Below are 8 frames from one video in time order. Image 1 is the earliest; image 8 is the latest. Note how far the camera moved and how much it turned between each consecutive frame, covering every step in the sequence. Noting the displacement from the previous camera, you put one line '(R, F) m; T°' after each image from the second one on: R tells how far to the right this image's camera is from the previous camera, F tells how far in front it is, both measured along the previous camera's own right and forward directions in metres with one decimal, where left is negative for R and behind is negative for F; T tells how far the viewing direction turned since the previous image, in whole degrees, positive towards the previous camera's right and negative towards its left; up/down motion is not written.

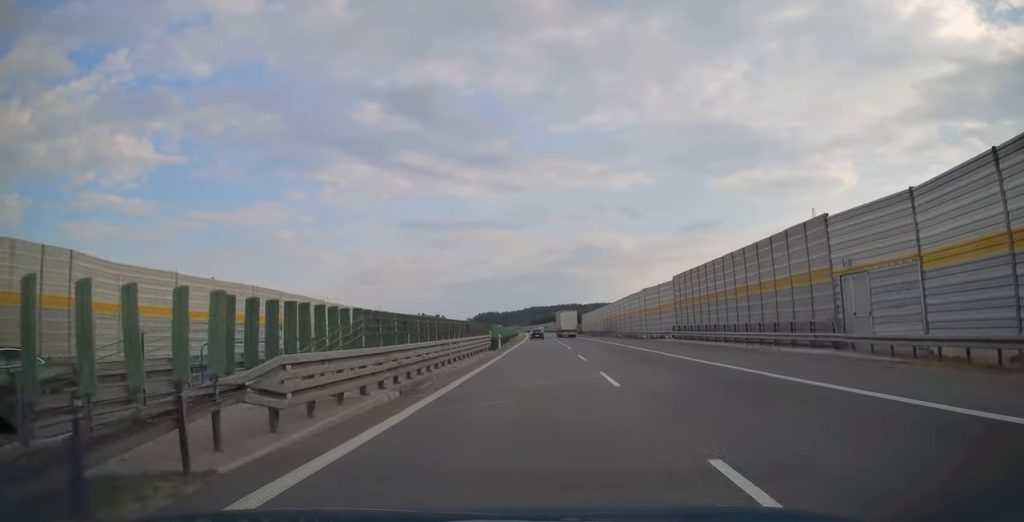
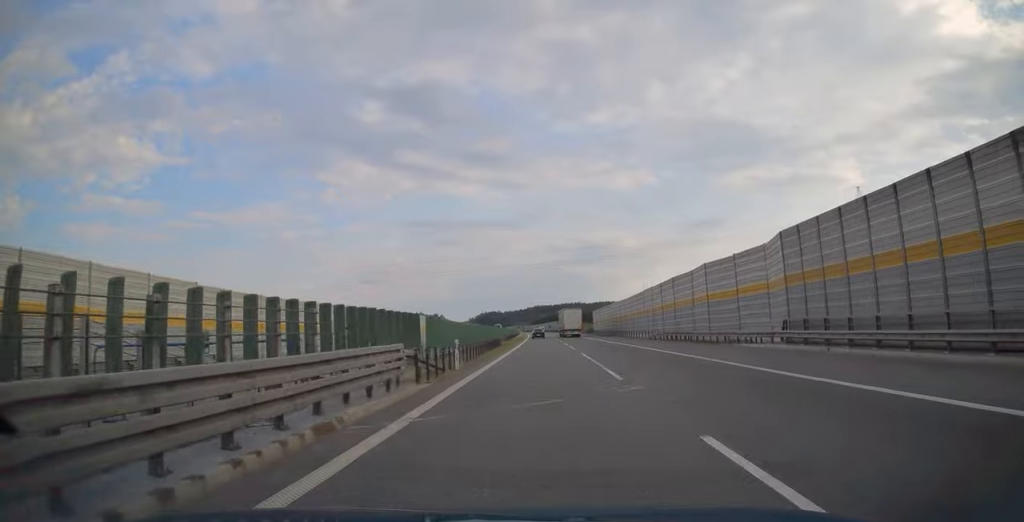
(0.0, +22.9) m; 0°
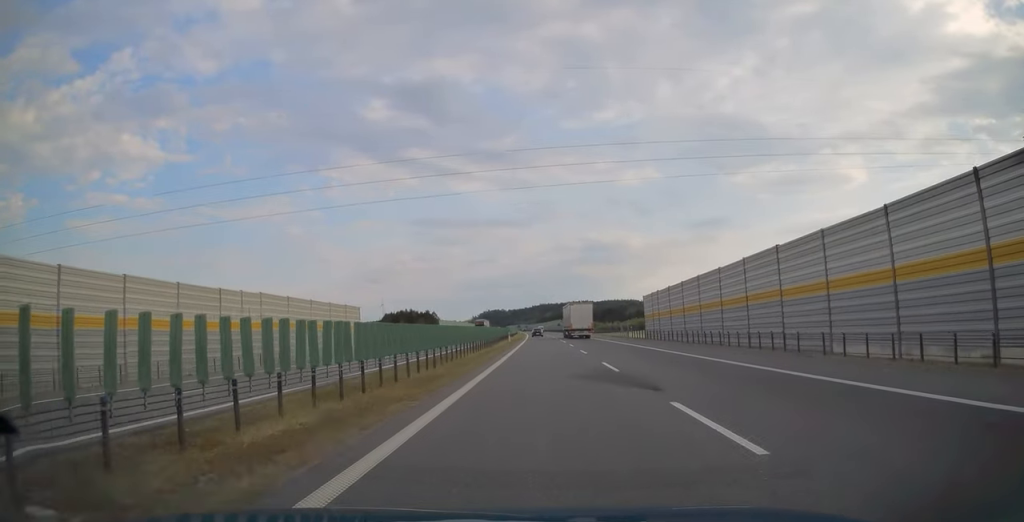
(-0.3, +56.7) m; -1°
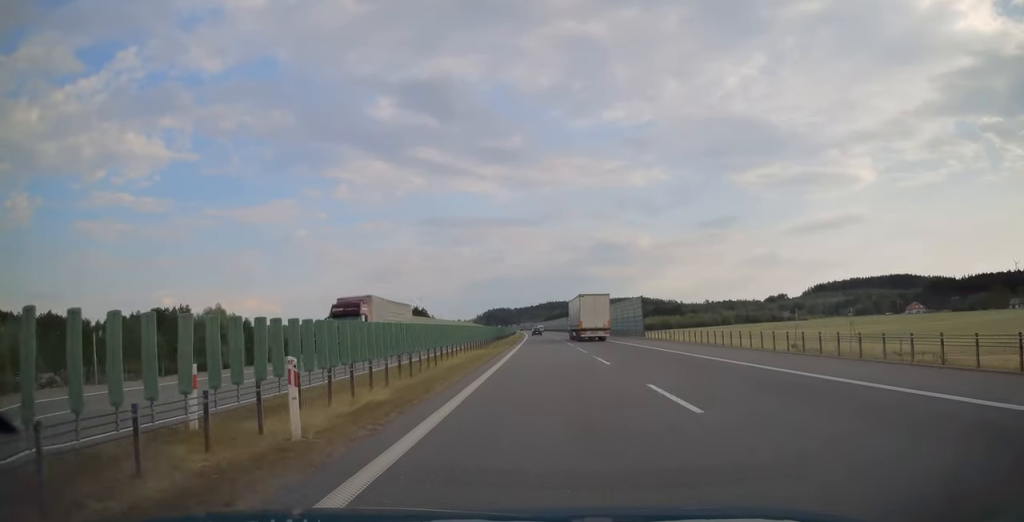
(-0.5, +56.6) m; -1°
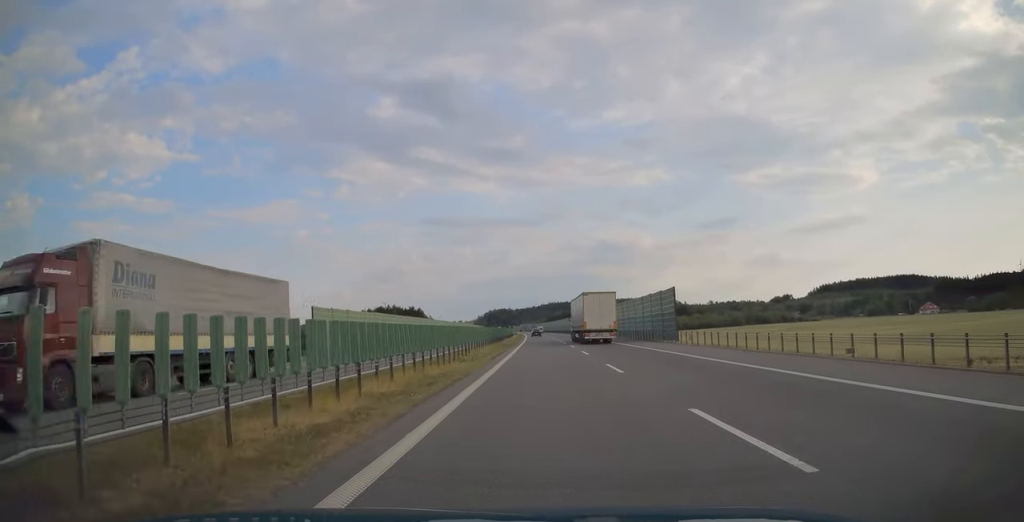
(0.0, +15.8) m; 0°
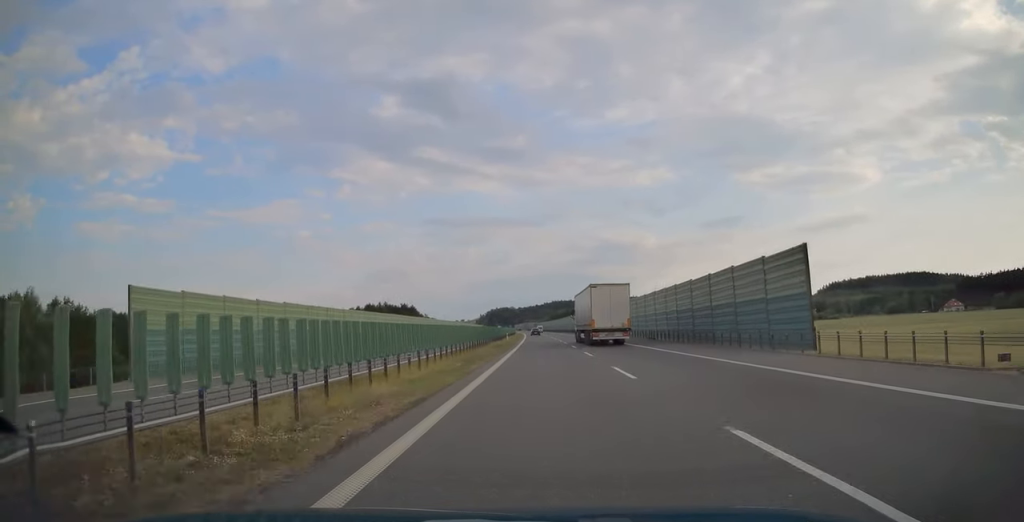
(0.0, +26.1) m; 0°
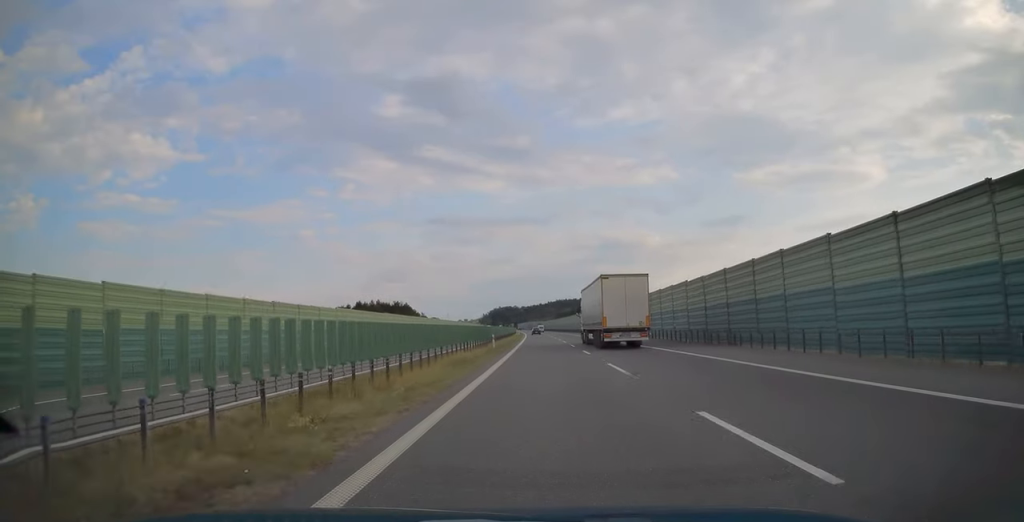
(-0.2, +22.3) m; 0°
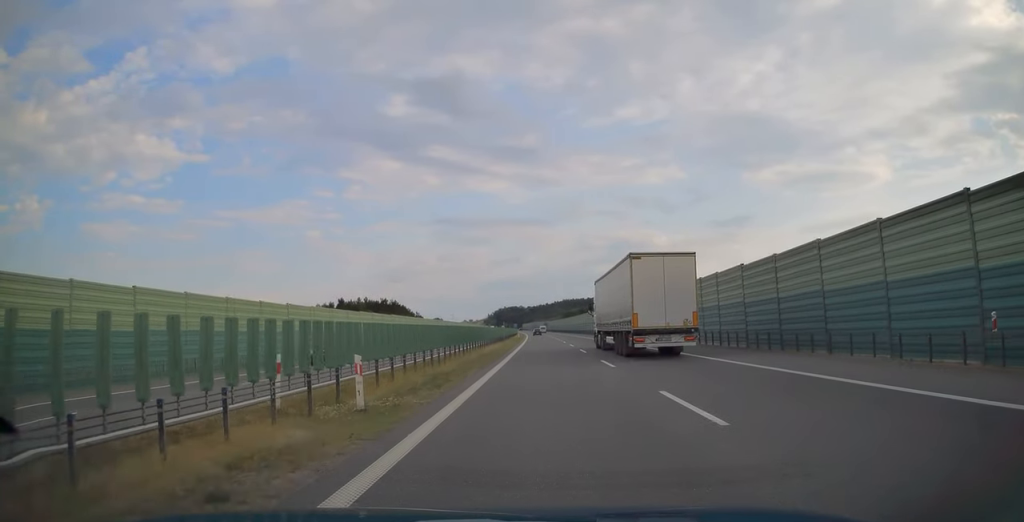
(-0.1, +32.6) m; 0°
